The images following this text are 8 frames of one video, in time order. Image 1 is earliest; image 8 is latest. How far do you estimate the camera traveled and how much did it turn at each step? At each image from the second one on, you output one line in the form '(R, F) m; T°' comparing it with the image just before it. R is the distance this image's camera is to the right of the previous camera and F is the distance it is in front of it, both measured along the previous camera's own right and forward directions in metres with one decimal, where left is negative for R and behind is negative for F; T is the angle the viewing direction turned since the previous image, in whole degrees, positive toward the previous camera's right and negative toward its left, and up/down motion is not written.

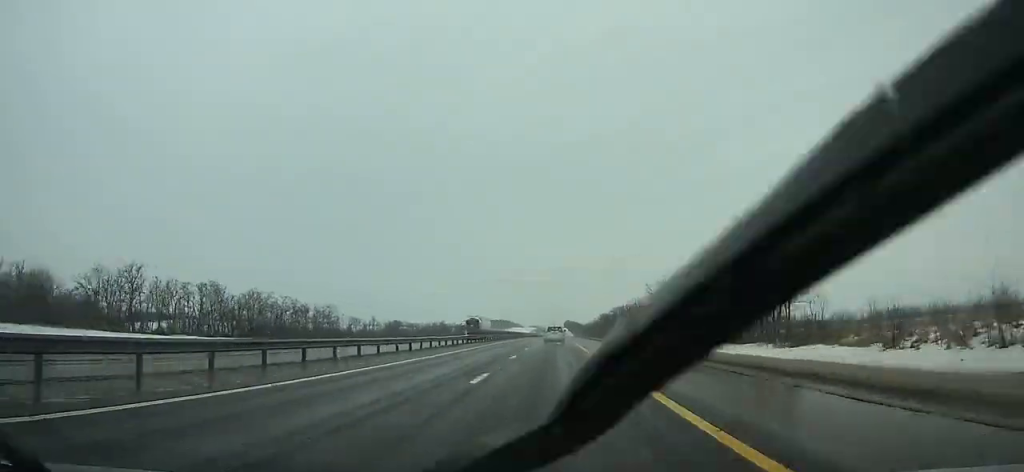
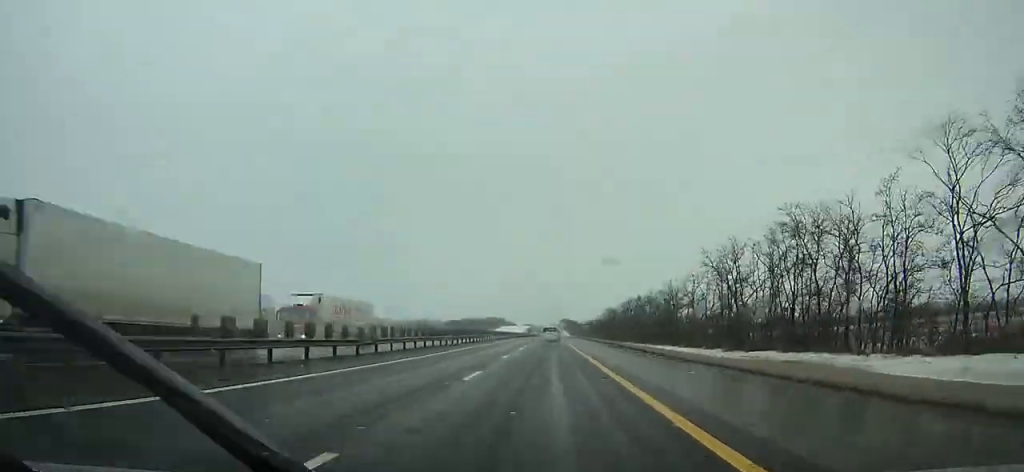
(0.0, +47.2) m; 0°
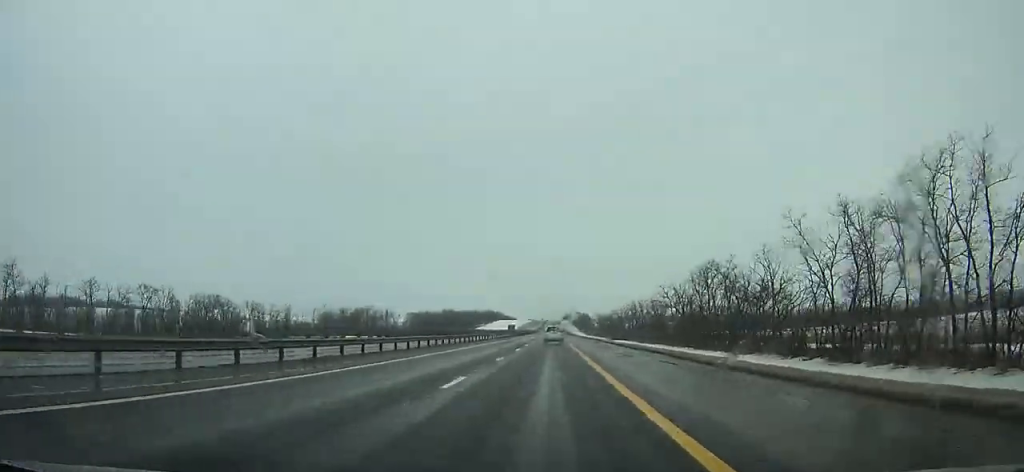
(+0.1, +134.9) m; 0°
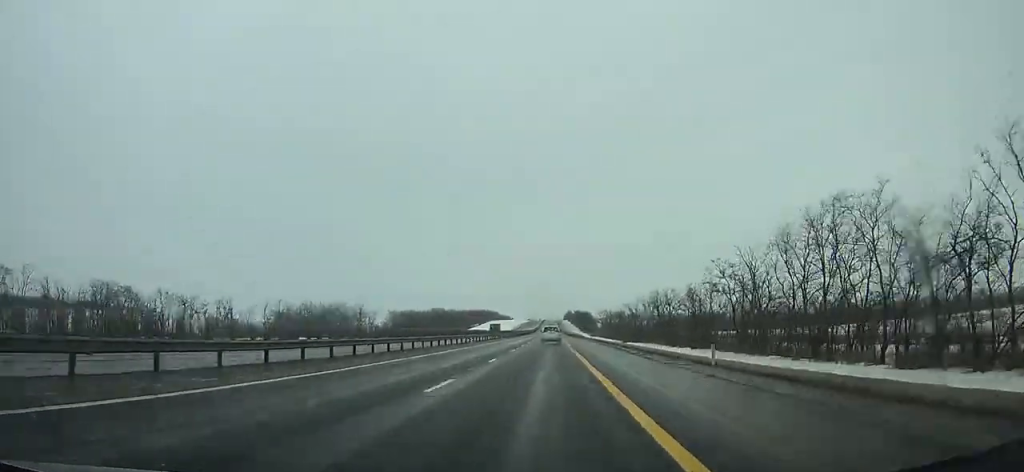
(0.0, +37.1) m; 0°
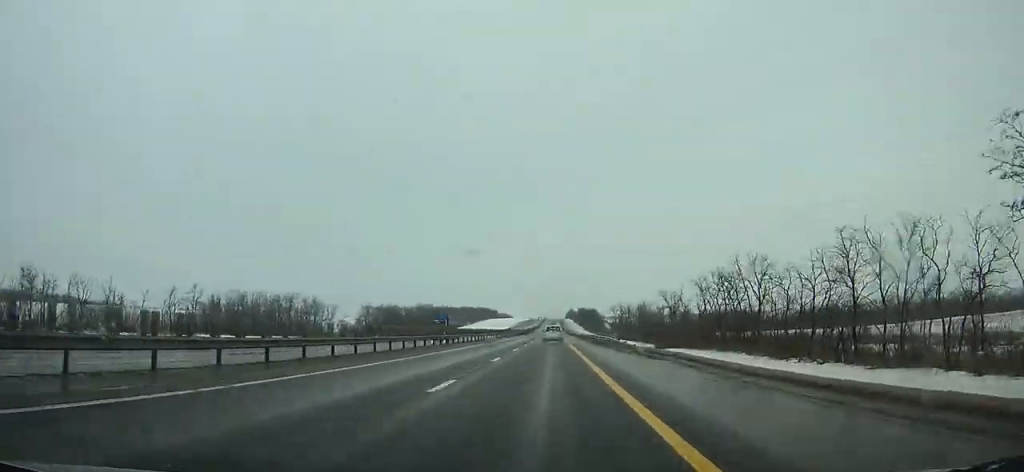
(0.0, +49.5) m; 0°
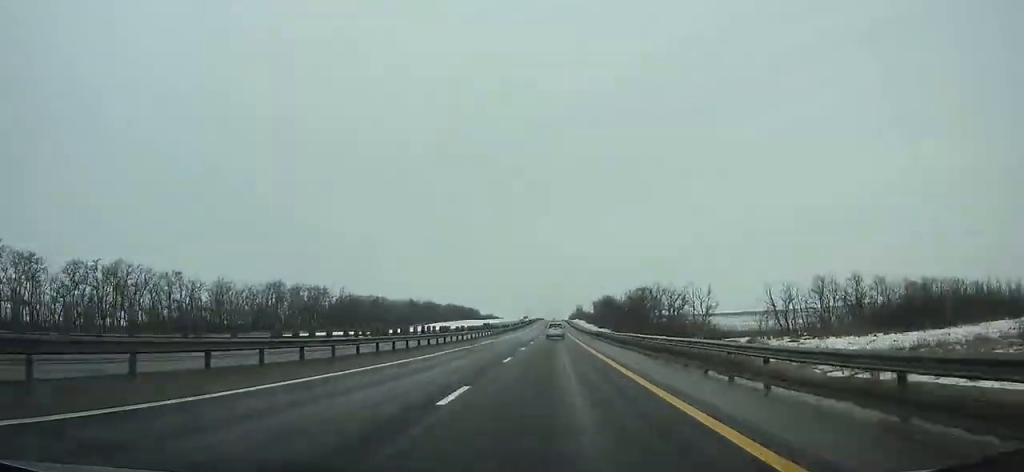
(-3.1, +199.4) m; 0°
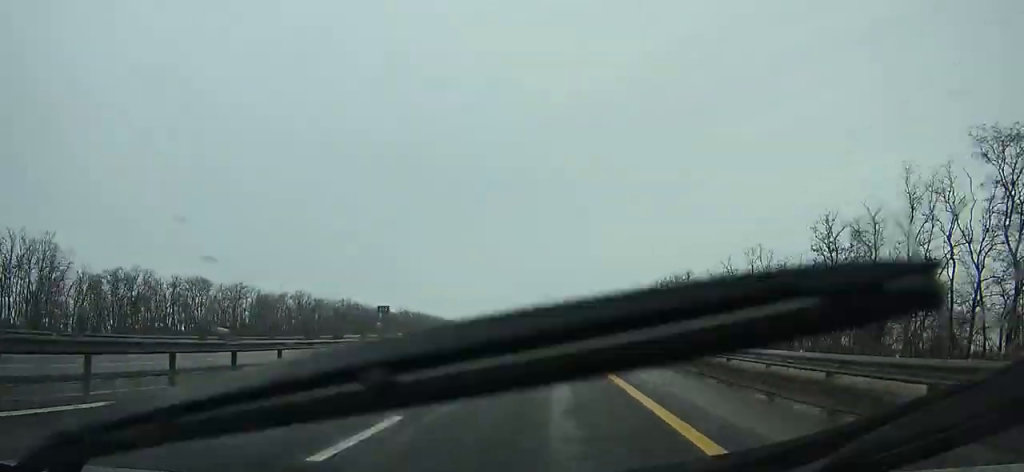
(+3.0, +131.2) m; +1°
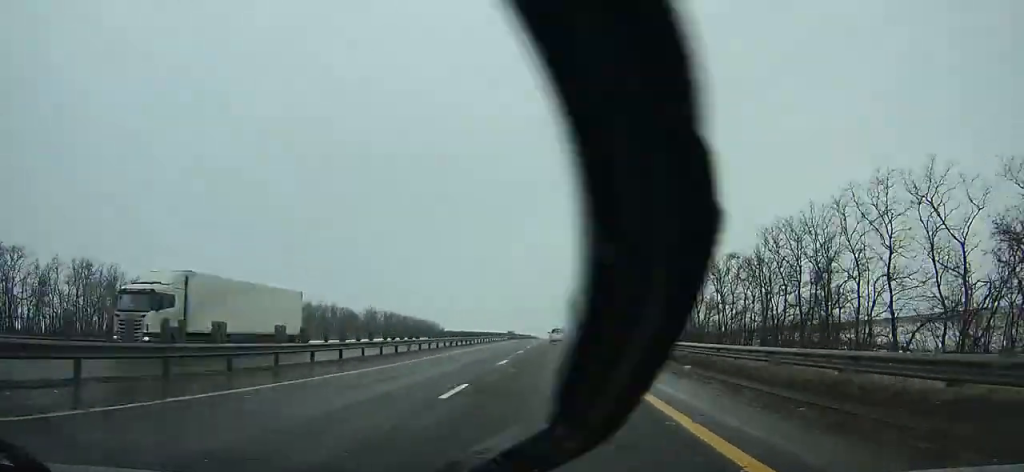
(-0.7, +58.8) m; -1°
